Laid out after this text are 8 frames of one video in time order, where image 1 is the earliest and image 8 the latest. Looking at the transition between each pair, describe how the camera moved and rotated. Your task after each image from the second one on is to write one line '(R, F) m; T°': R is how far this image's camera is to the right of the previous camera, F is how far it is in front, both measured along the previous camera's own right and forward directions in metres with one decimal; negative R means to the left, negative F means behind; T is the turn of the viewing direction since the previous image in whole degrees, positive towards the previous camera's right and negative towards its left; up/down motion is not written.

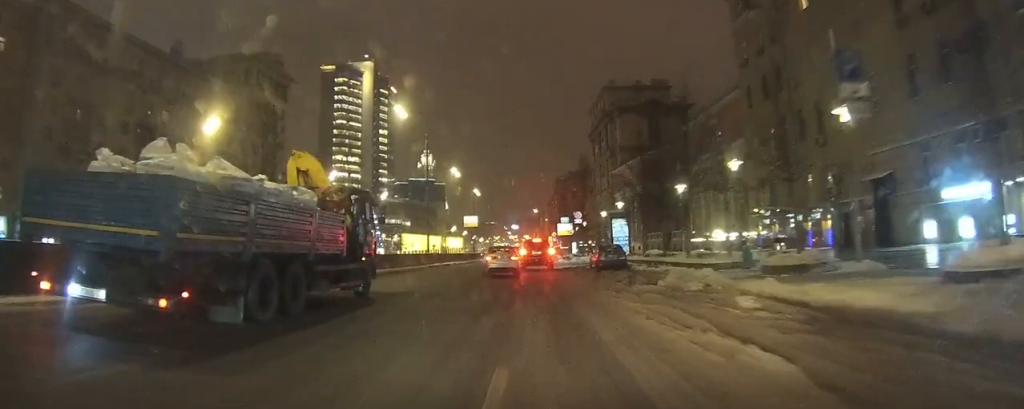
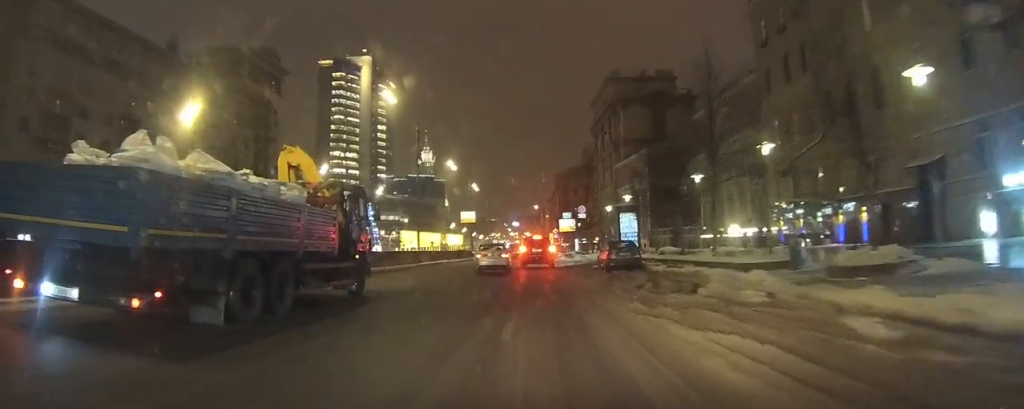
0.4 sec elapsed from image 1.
(0.0, +3.9) m; 0°
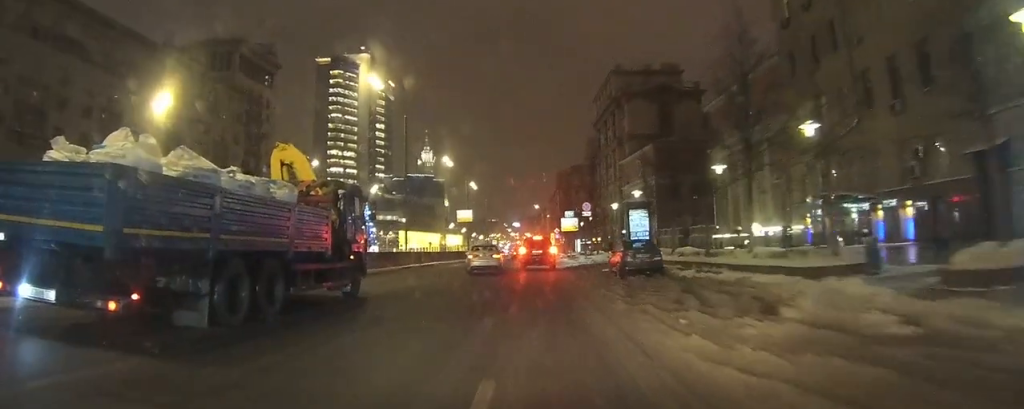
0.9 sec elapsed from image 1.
(0.0, +4.2) m; 0°
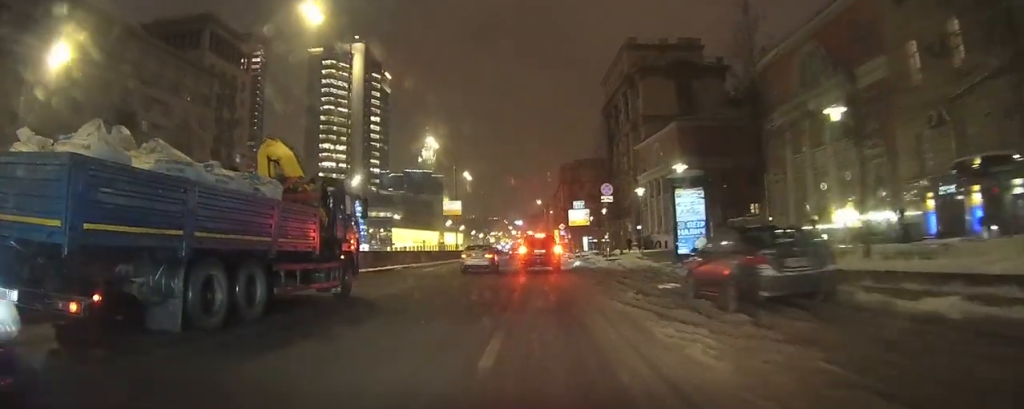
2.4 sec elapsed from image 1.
(+0.1, +13.1) m; 0°
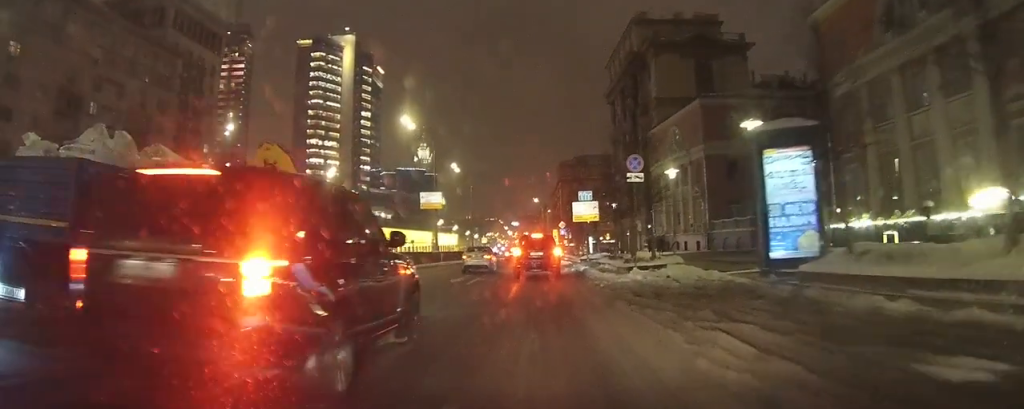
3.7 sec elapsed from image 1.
(-0.2, +11.5) m; -2°
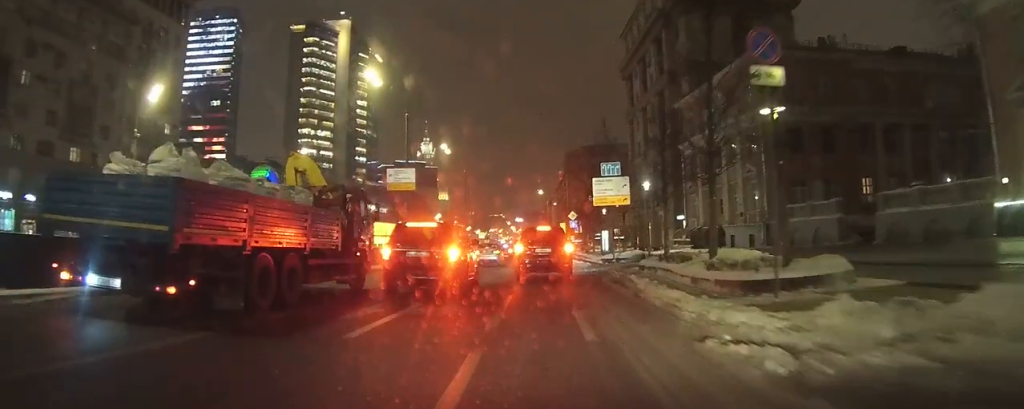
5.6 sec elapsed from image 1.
(+0.4, +13.8) m; +5°
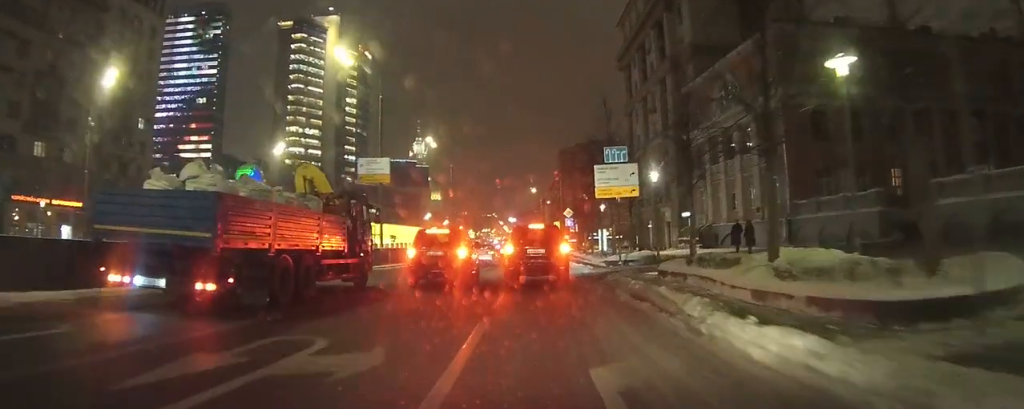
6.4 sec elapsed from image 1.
(+0.2, +5.3) m; +4°
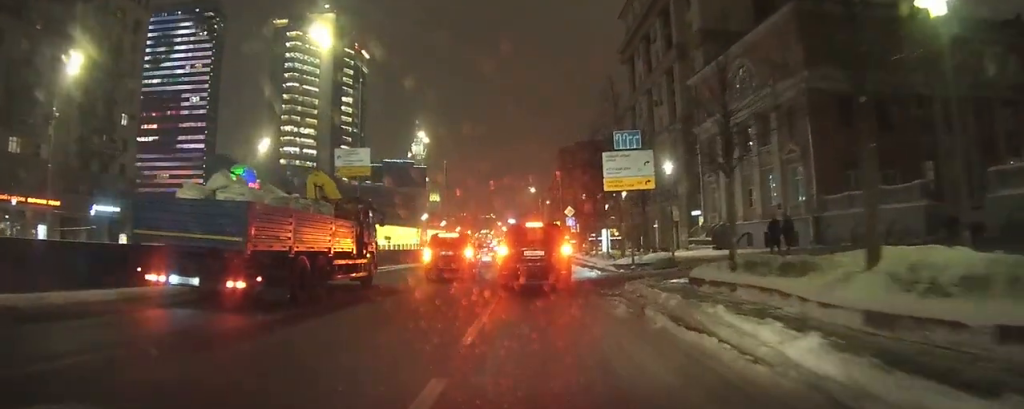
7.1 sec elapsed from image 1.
(+0.1, +4.3) m; +3°
